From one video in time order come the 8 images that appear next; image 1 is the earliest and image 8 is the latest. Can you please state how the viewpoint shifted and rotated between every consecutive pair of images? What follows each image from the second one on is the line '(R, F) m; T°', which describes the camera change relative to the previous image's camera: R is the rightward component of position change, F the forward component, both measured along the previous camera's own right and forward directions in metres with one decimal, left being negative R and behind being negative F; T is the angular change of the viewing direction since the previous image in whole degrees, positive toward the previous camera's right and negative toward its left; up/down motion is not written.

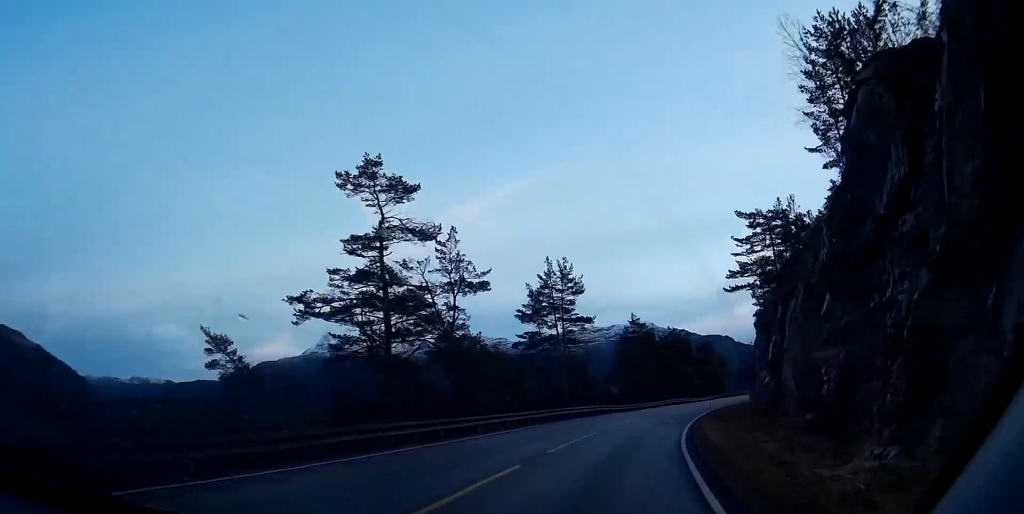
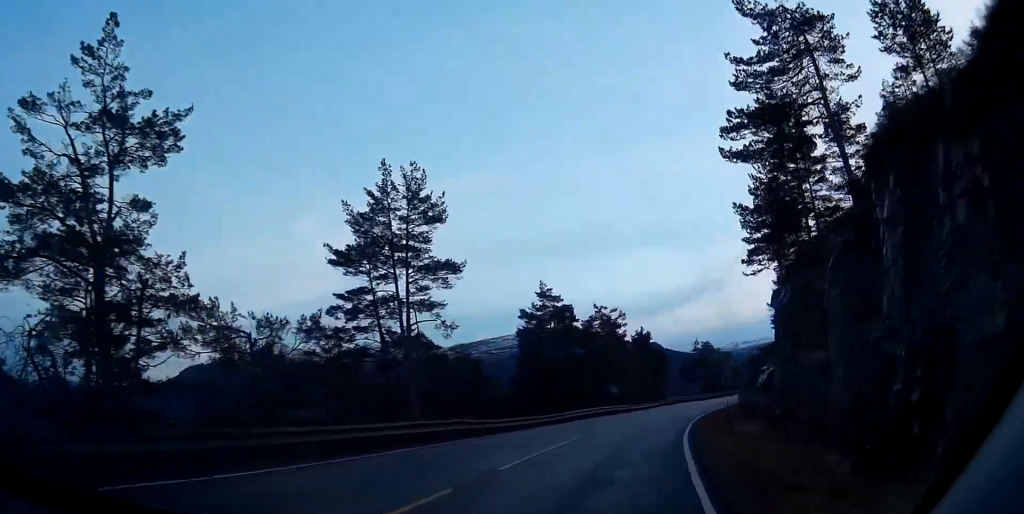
(+1.1, +26.4) m; +6°
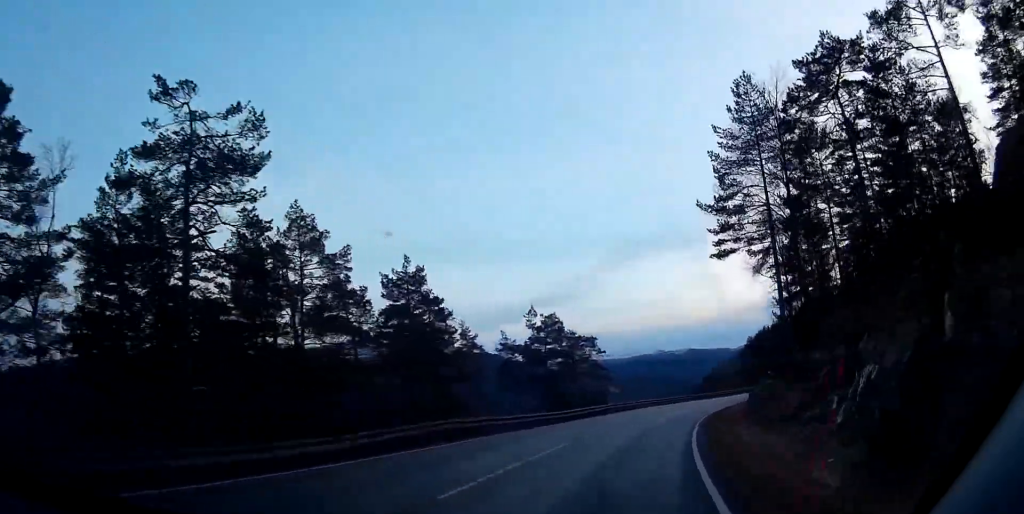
(+5.8, +50.3) m; +13°
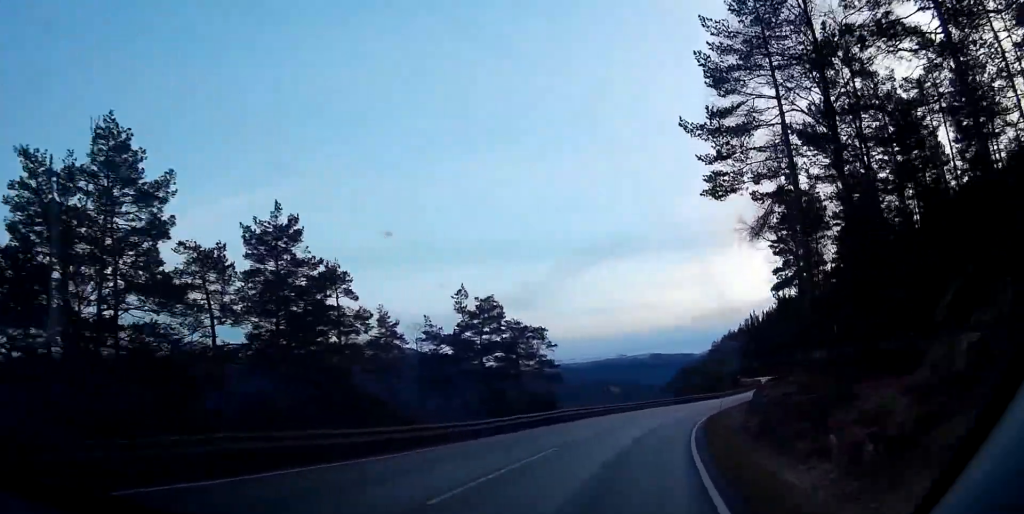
(+0.3, +12.5) m; +3°
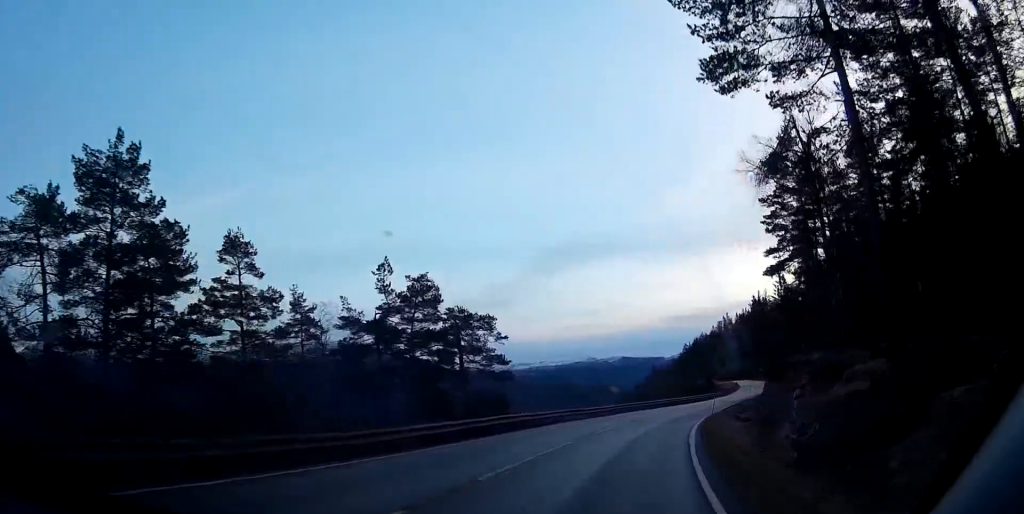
(+0.1, +9.6) m; +2°
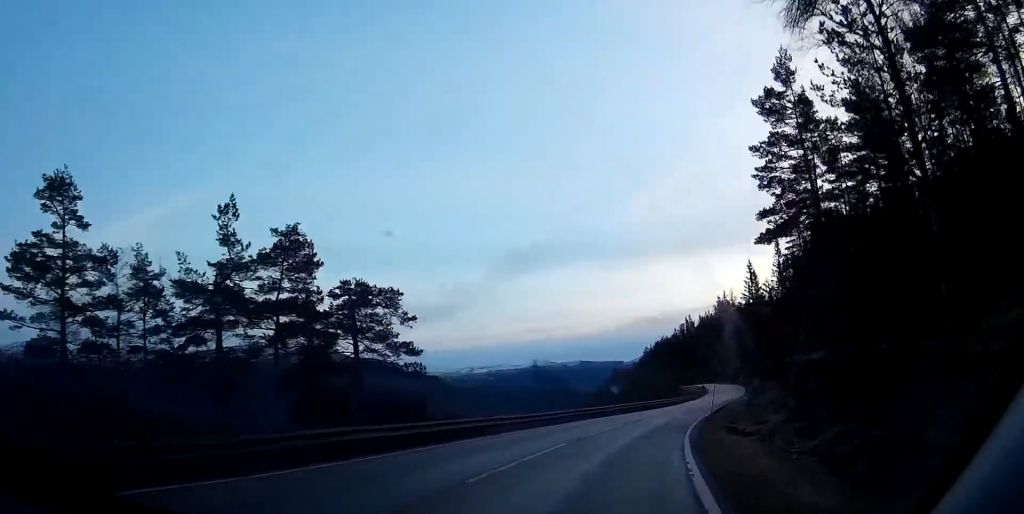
(+0.4, +12.3) m; +3°
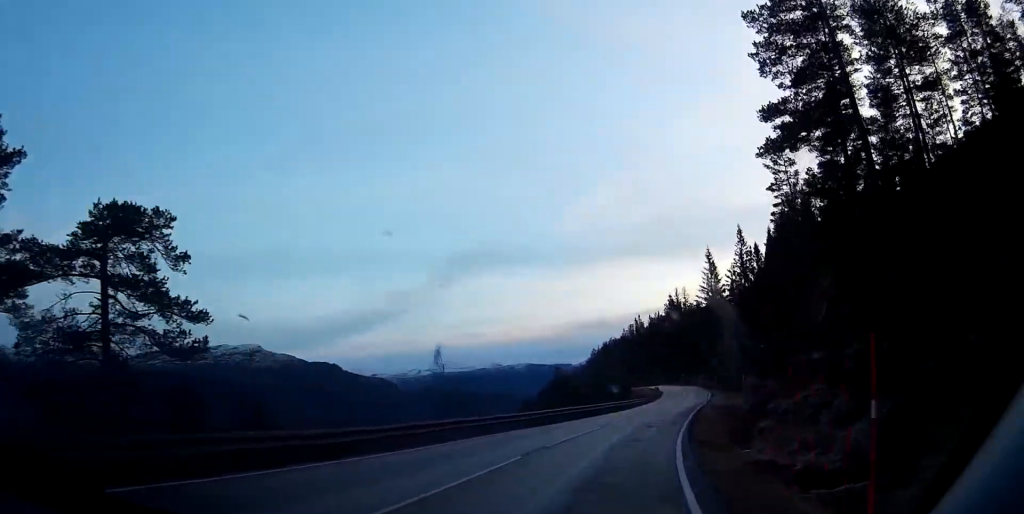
(+0.7, +16.0) m; +4°
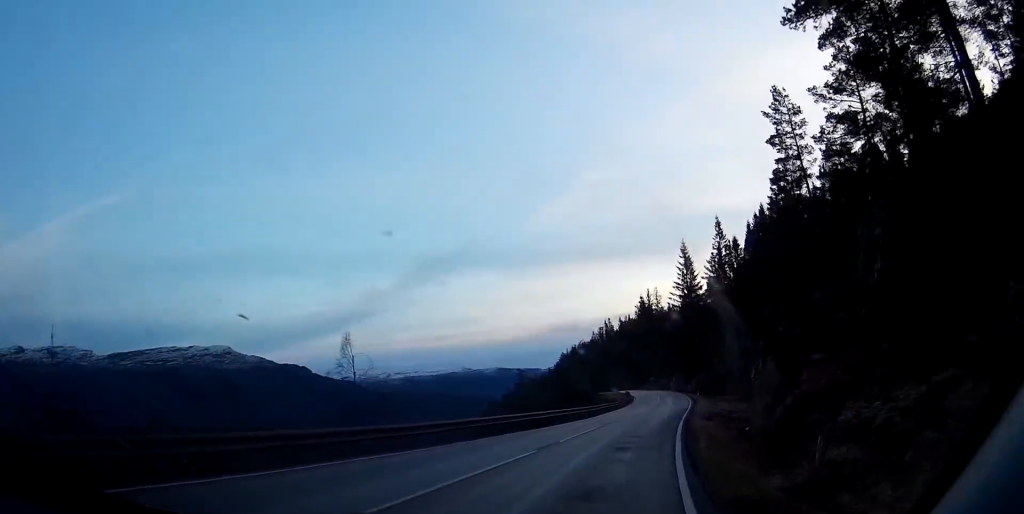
(+0.2, +10.5) m; +2°
